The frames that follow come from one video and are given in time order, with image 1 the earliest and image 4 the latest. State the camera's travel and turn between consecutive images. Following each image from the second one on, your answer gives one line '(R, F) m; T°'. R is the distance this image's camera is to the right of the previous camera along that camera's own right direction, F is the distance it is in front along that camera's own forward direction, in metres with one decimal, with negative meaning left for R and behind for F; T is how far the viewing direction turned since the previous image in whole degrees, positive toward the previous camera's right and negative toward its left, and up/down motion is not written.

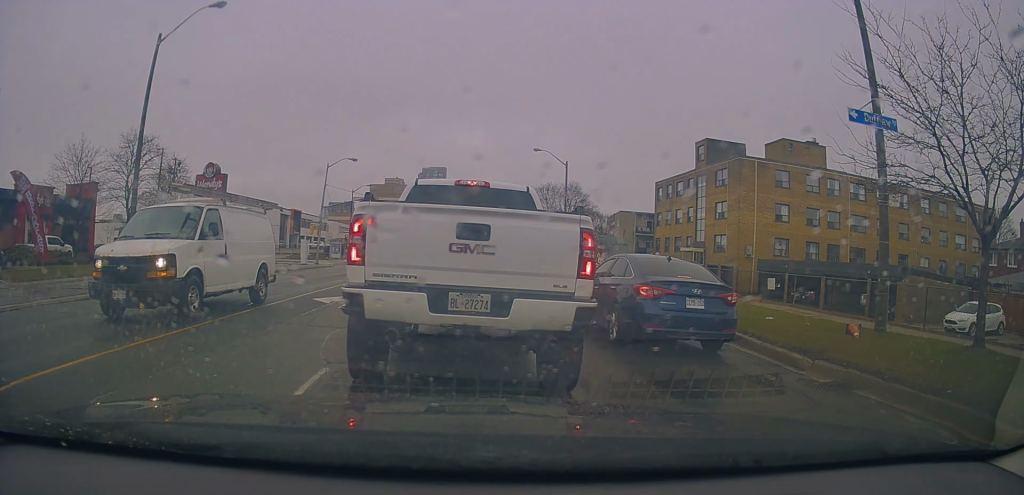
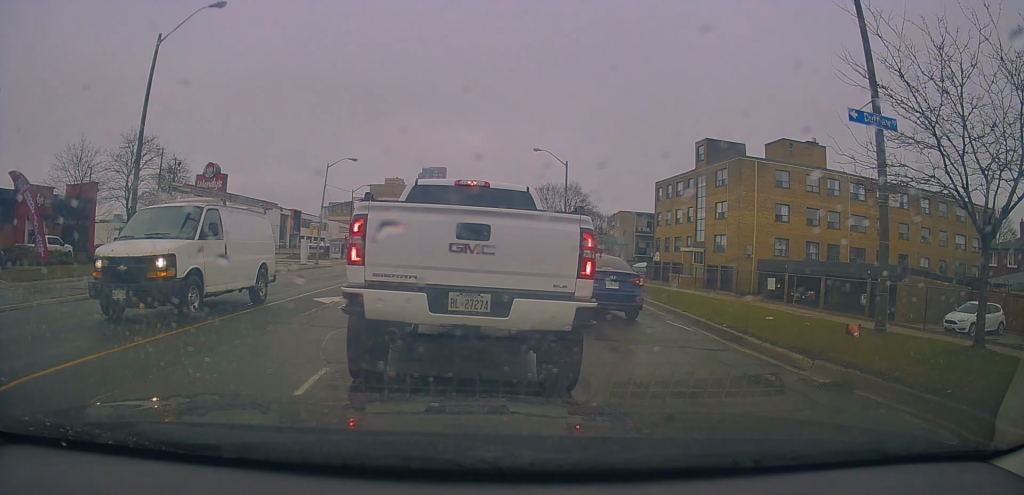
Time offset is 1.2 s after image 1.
(0.0, 0.0) m; 0°
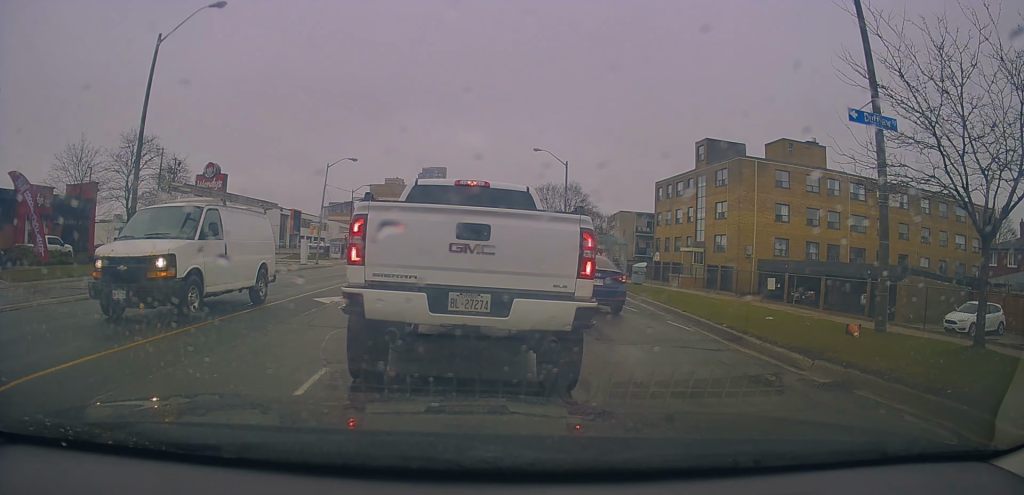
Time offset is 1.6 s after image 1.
(0.0, 0.0) m; 0°
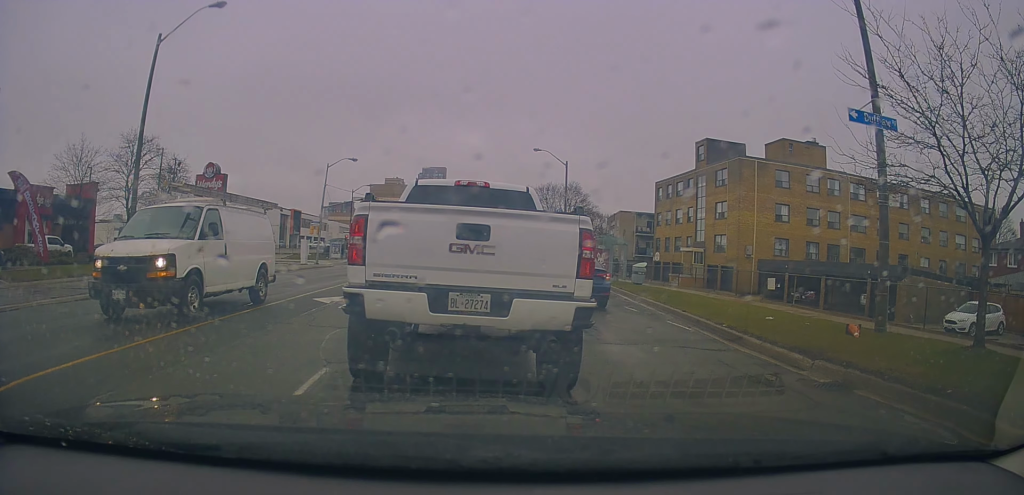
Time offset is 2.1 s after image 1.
(0.0, 0.0) m; 0°
